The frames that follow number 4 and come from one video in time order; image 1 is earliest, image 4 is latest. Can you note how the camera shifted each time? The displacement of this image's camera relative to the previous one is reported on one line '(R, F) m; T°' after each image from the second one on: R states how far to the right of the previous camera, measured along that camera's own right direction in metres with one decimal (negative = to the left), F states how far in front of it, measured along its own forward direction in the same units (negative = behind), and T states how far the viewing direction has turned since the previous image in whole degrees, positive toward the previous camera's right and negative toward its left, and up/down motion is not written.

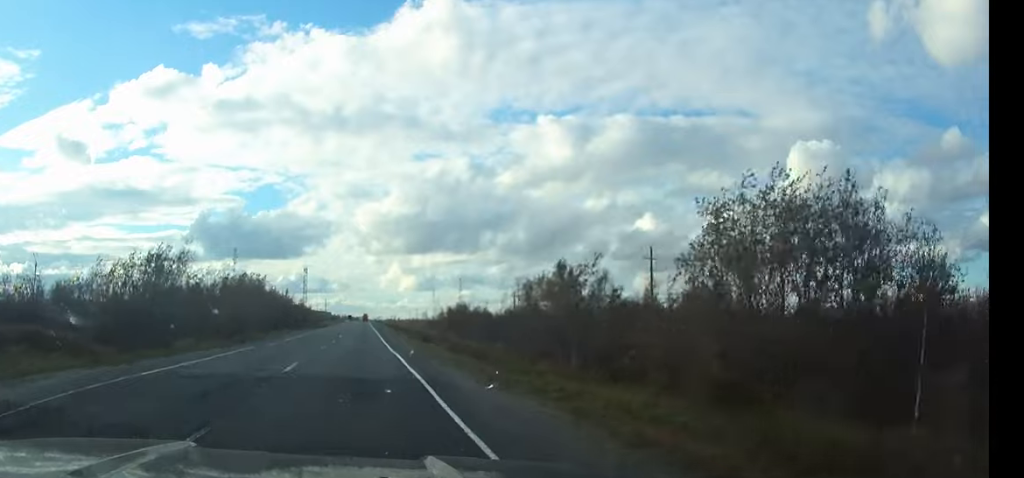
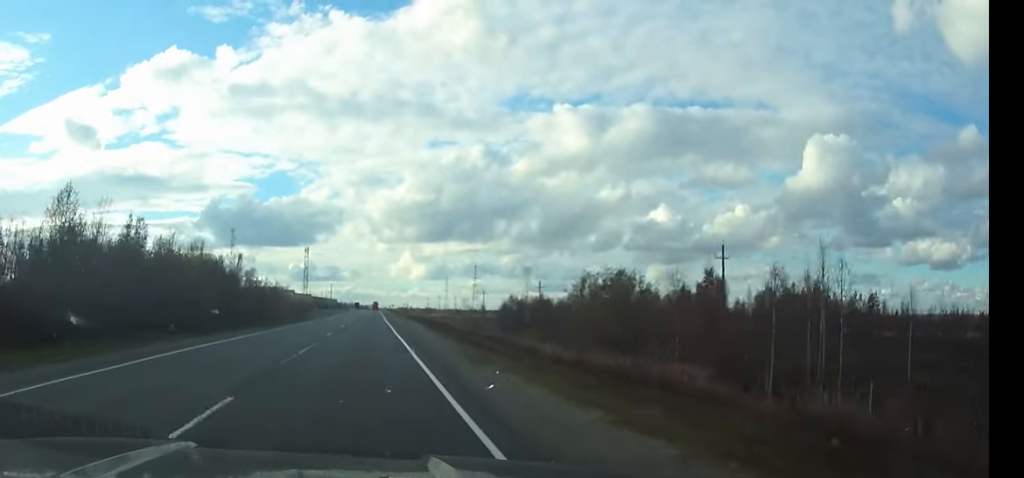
(-0.2, +59.9) m; 0°
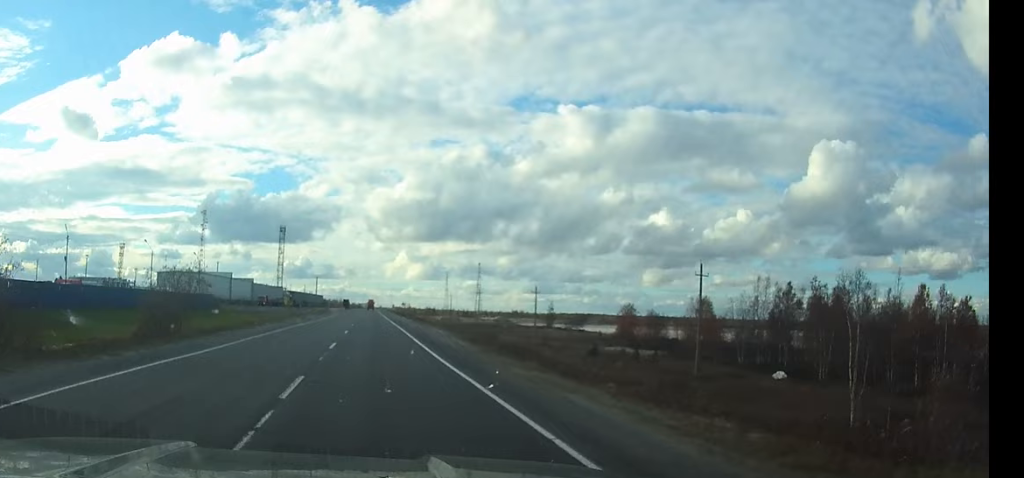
(-0.1, +95.2) m; 0°
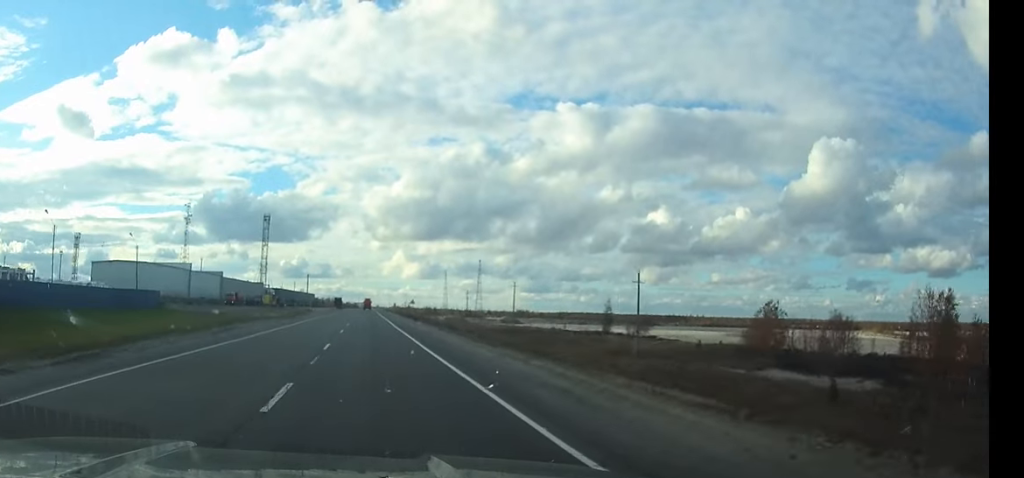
(+0.1, +36.3) m; 0°
